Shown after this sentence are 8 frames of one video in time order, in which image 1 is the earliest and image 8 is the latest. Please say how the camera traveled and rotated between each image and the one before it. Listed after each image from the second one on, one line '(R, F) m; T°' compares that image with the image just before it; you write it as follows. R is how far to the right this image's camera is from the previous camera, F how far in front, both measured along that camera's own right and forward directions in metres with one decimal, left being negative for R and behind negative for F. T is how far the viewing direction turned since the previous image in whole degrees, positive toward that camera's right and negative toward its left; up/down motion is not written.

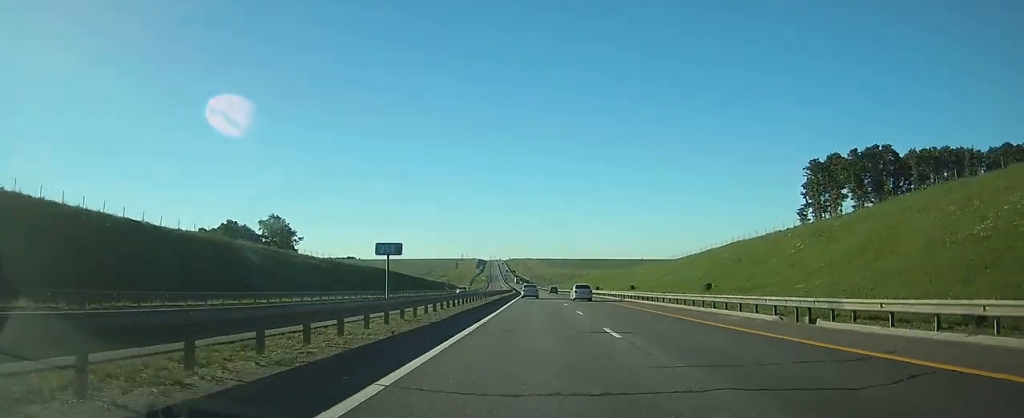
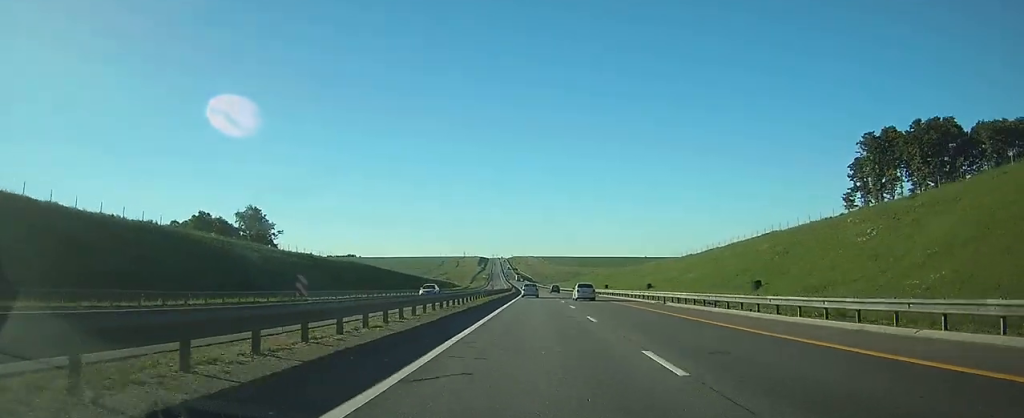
(0.0, +18.1) m; 0°
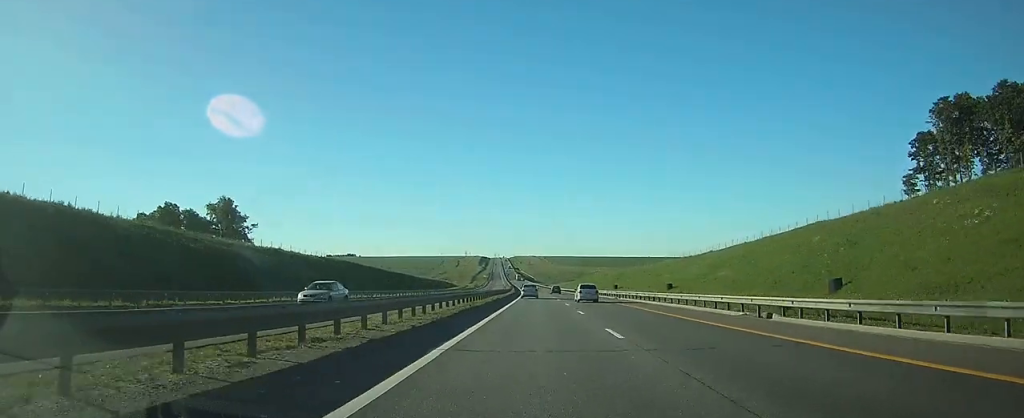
(-0.1, +18.0) m; 0°
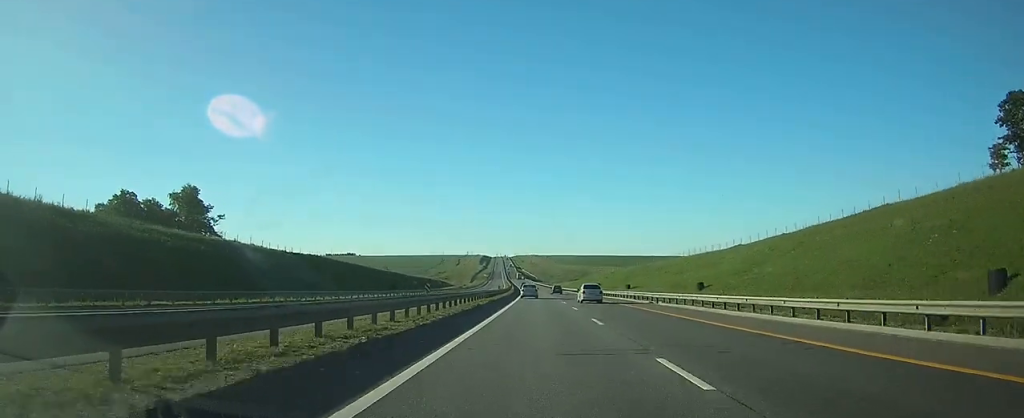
(-0.1, +19.1) m; 0°
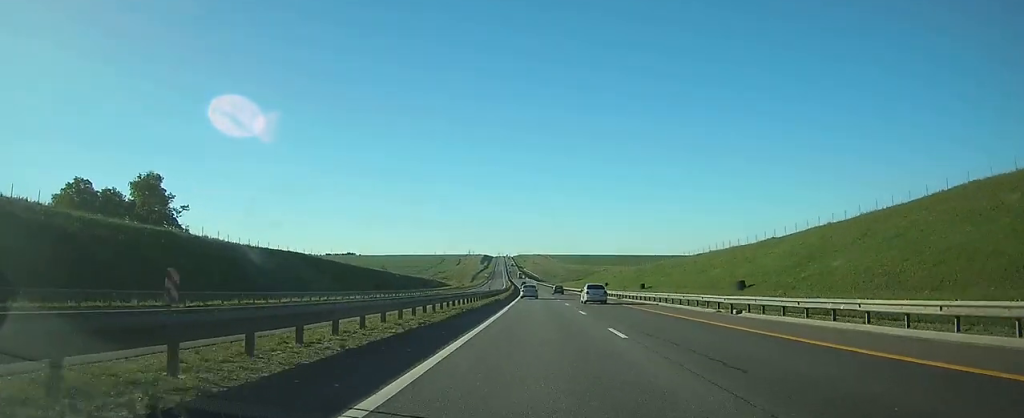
(0.0, +16.8) m; 0°
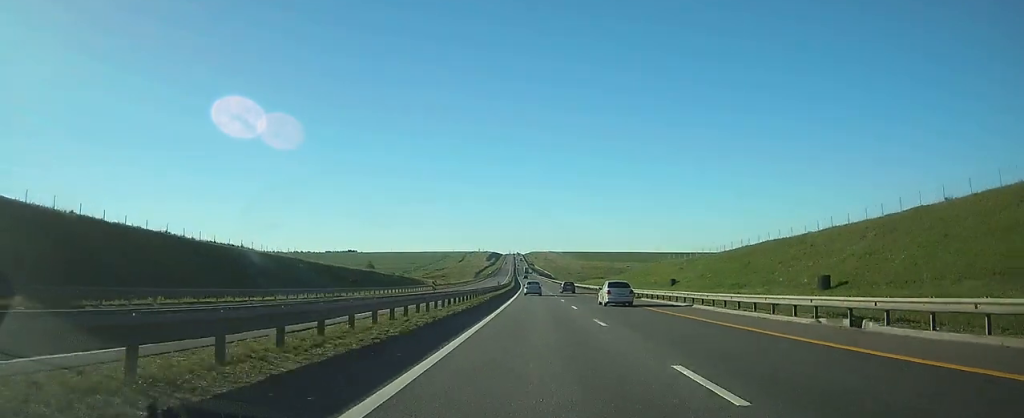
(-0.6, +79.6) m; -1°
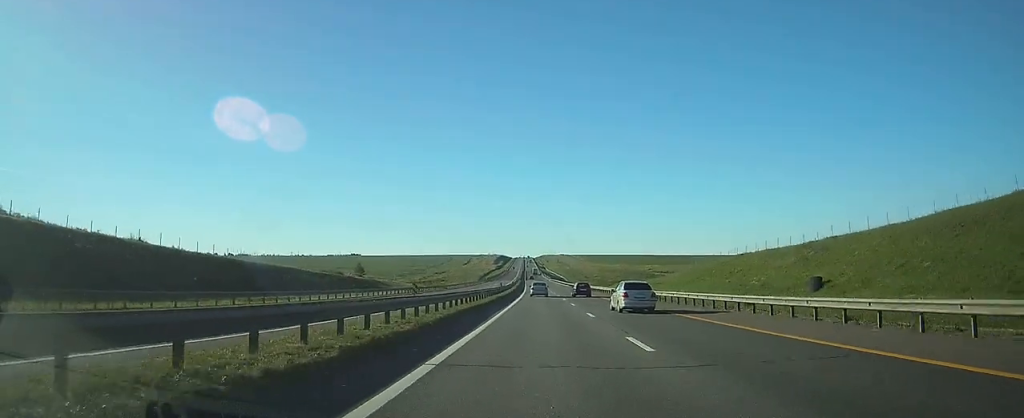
(-0.3, +54.3) m; -1°
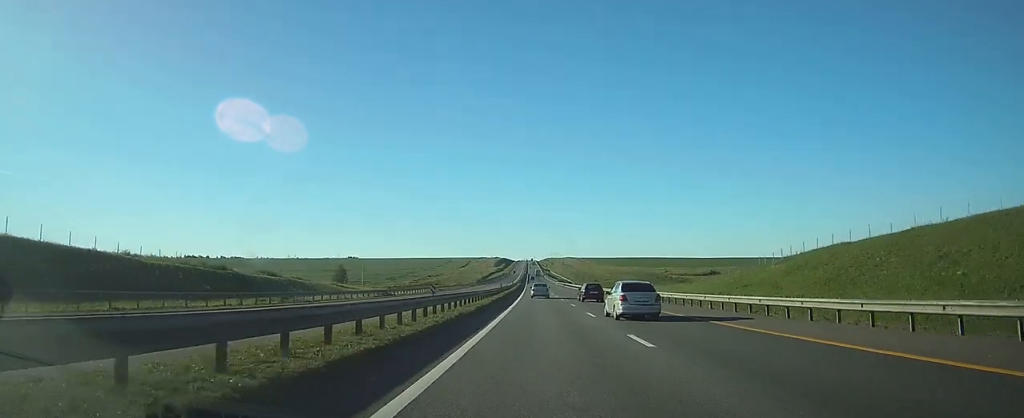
(-0.4, +46.8) m; -1°
